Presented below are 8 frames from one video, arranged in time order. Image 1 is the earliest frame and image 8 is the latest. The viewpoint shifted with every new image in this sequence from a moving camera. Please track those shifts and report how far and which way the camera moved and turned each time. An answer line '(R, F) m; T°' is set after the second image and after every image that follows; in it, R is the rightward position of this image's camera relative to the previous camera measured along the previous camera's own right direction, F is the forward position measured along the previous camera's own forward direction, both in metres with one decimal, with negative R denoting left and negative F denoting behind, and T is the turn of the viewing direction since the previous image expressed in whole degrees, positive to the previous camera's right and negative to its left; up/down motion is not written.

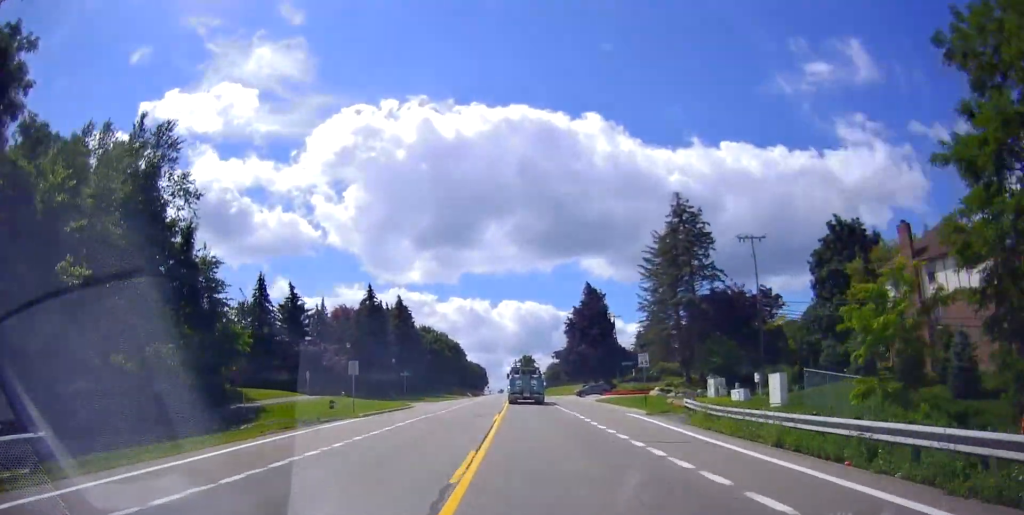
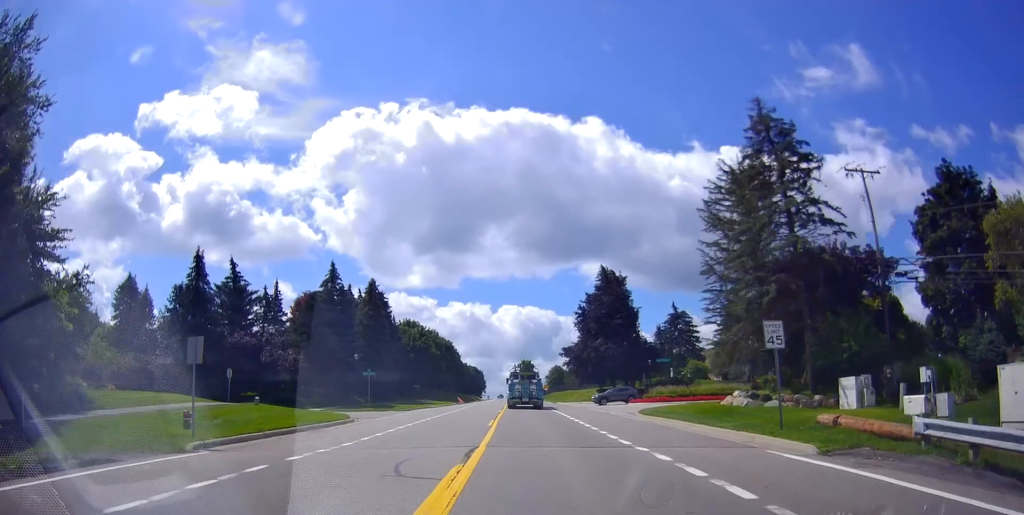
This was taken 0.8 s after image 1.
(+0.3, +17.6) m; 0°
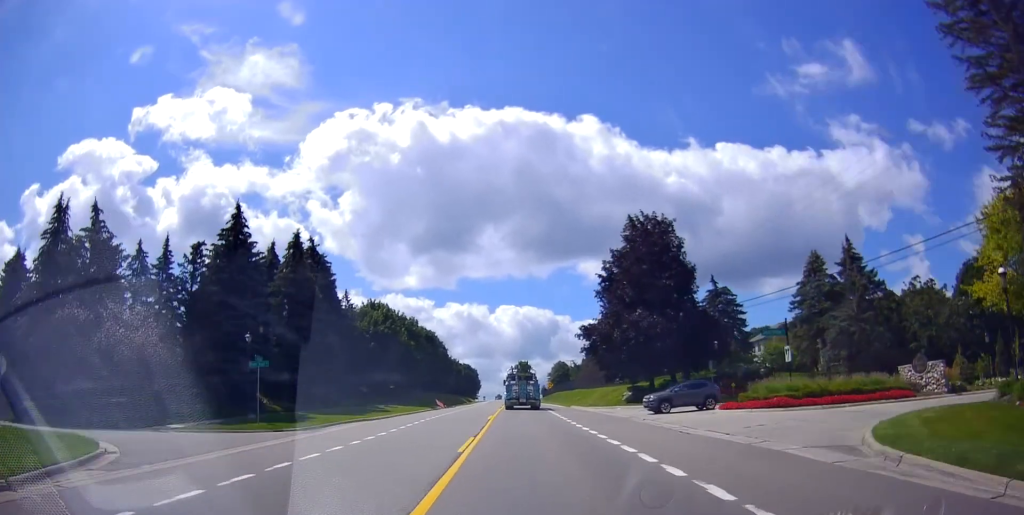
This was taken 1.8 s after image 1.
(-0.4, +23.6) m; 0°
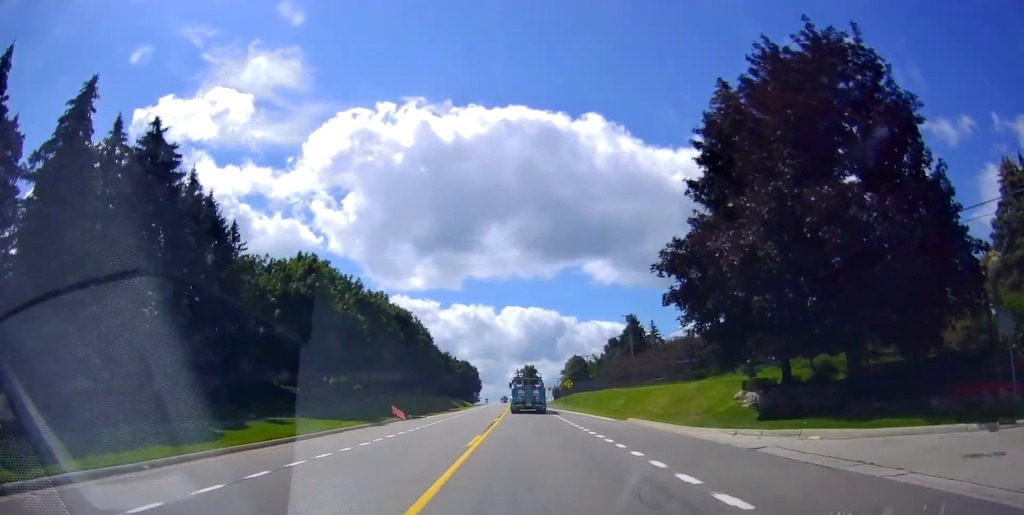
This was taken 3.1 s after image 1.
(+0.5, +28.1) m; 0°
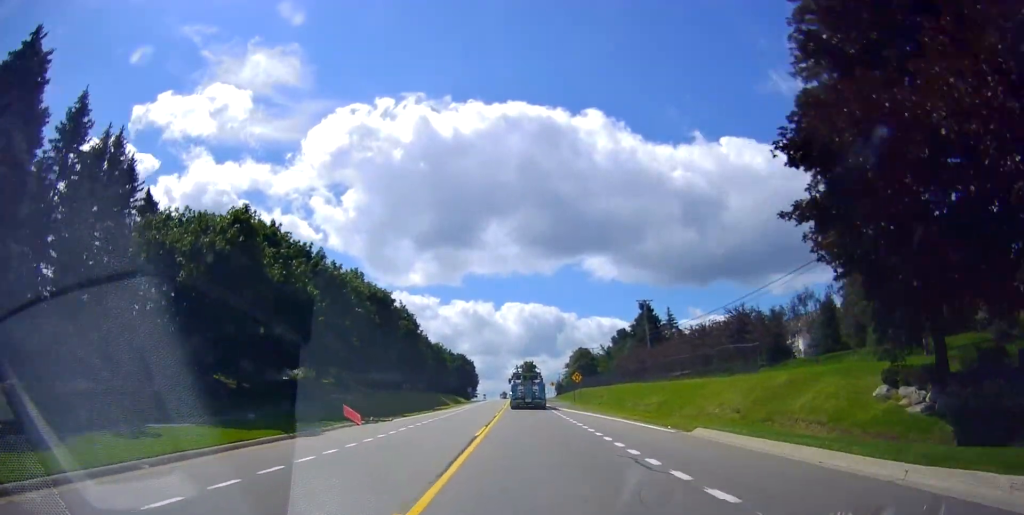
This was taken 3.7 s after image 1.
(-0.4, +12.5) m; 0°
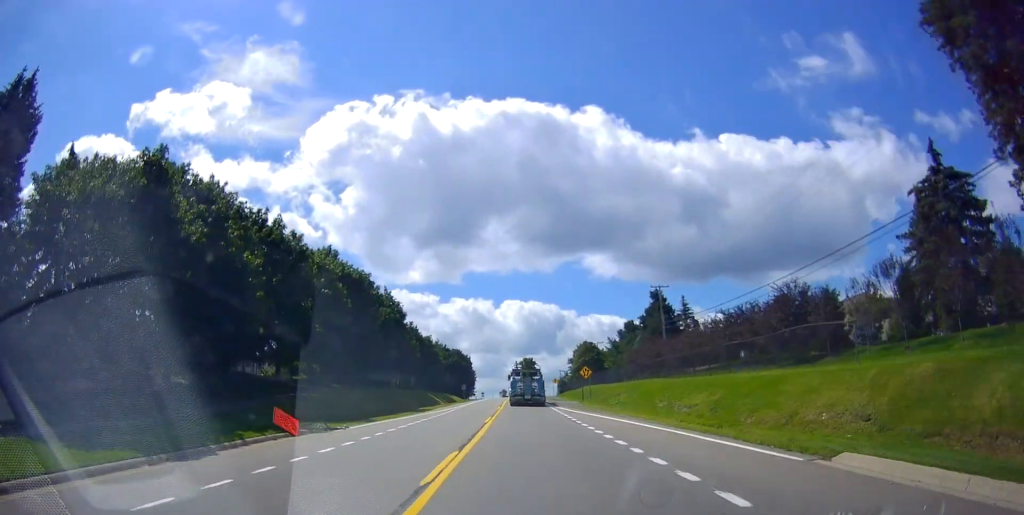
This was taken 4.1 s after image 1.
(-0.3, +9.5) m; 0°
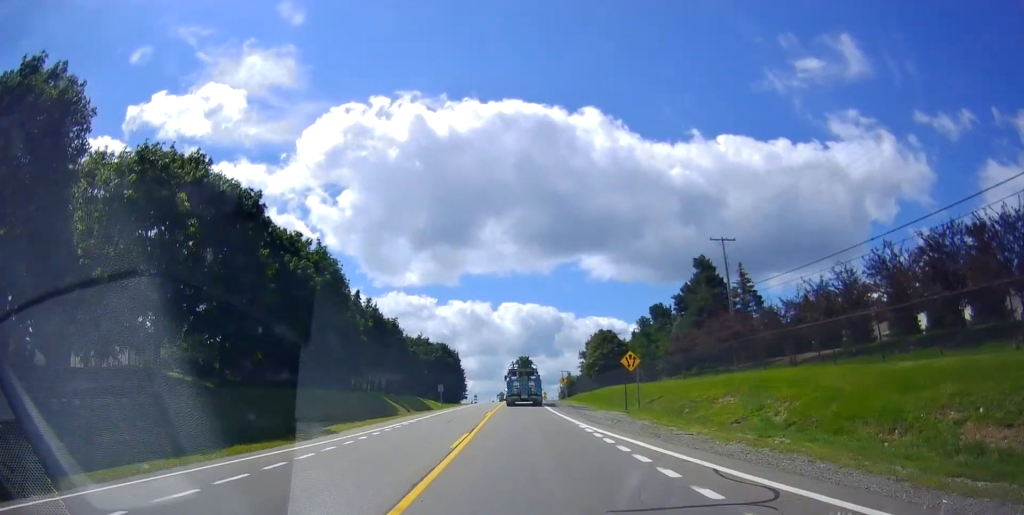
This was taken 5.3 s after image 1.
(+0.7, +26.0) m; +1°
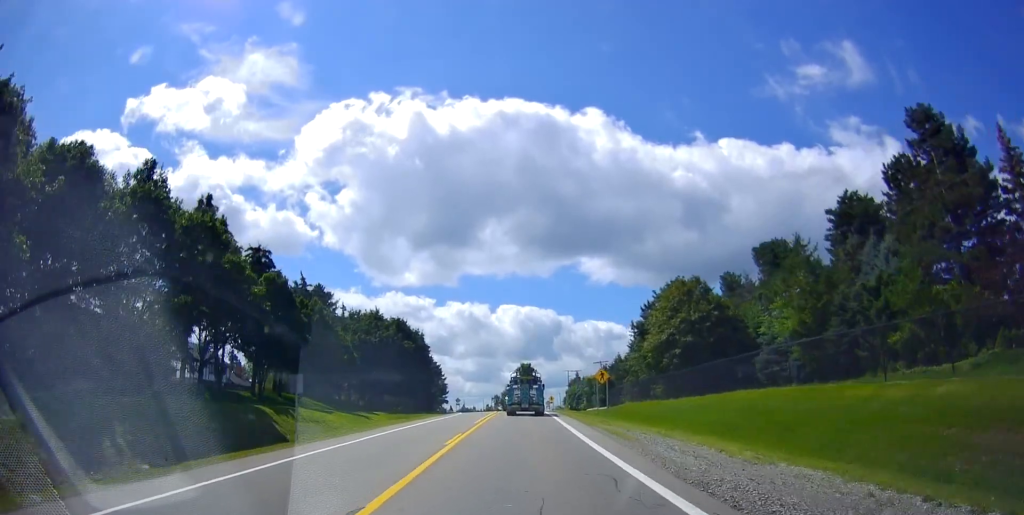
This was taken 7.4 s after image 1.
(-0.2, +45.2) m; -2°
